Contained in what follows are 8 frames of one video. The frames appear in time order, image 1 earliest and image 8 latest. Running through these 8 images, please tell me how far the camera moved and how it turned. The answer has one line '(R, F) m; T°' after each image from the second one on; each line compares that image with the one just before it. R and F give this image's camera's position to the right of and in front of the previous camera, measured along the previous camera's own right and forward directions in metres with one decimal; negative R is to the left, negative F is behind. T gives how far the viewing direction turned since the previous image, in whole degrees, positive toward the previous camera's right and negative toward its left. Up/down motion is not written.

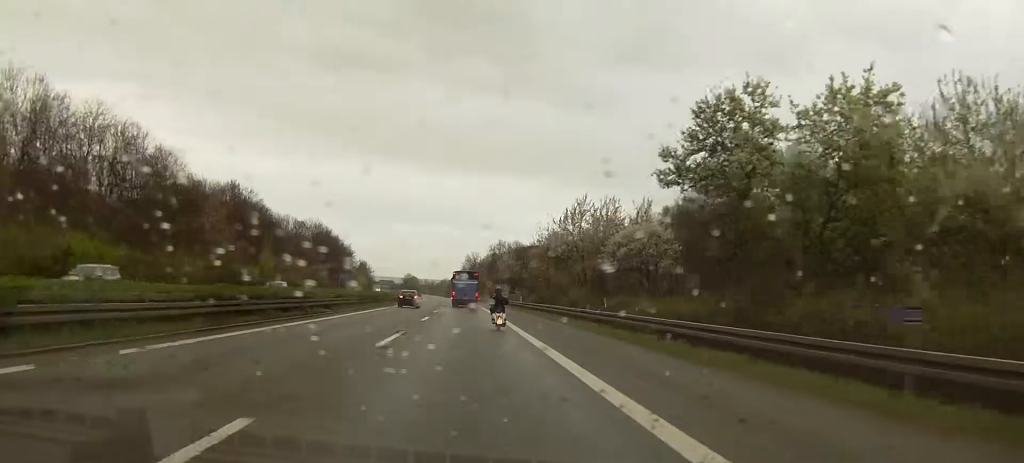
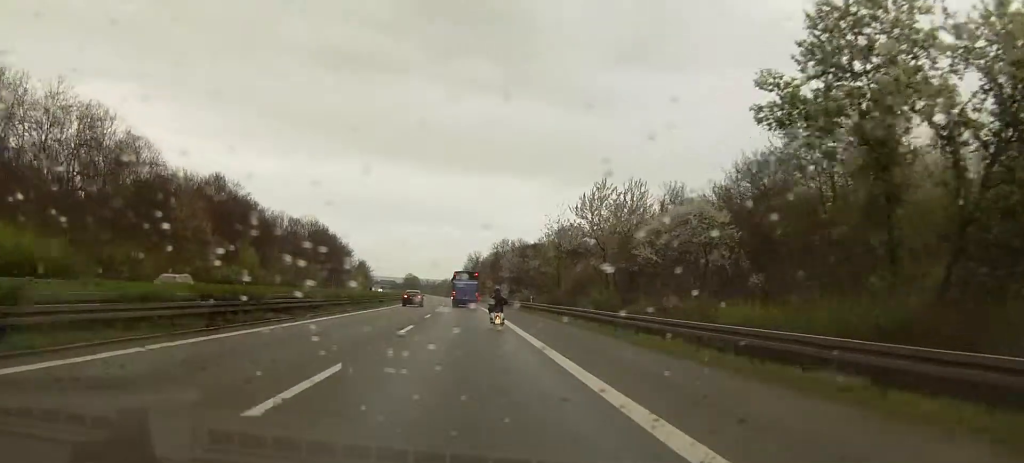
(+0.1, +11.6) m; 0°
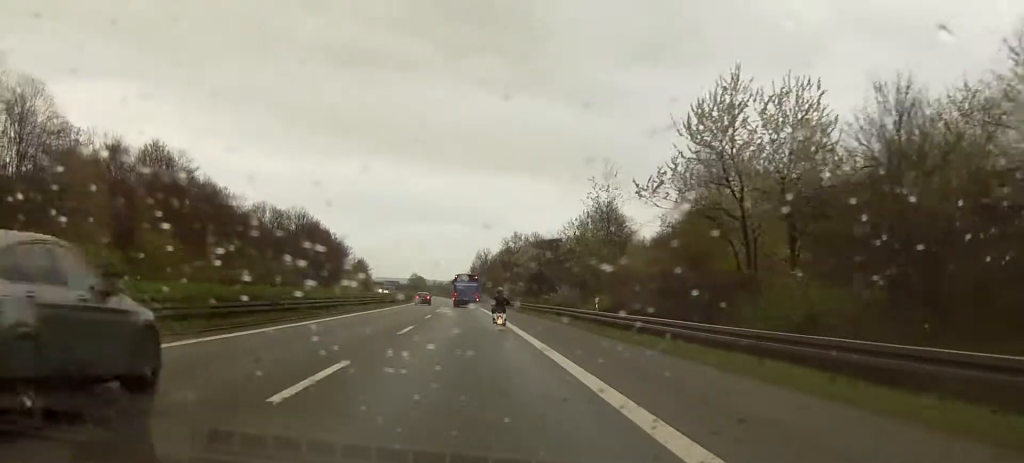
(-0.1, +34.2) m; 0°
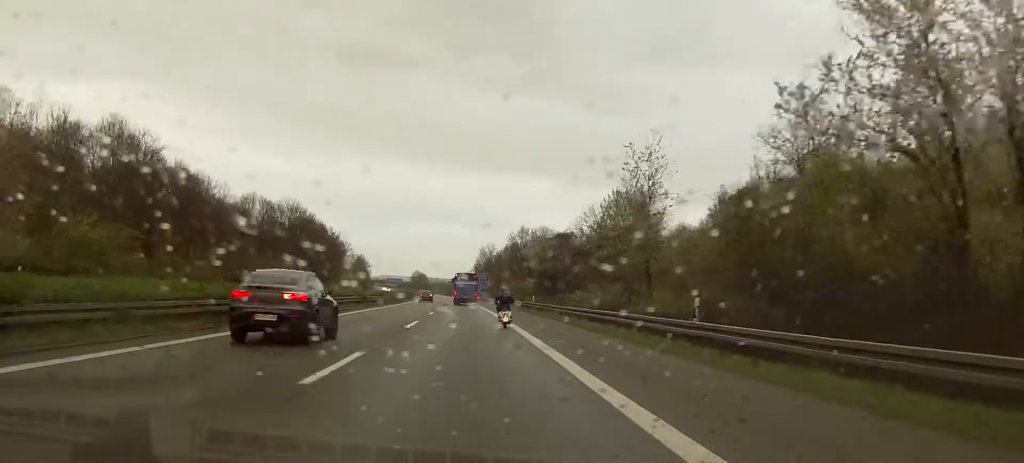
(0.0, +16.4) m; 0°
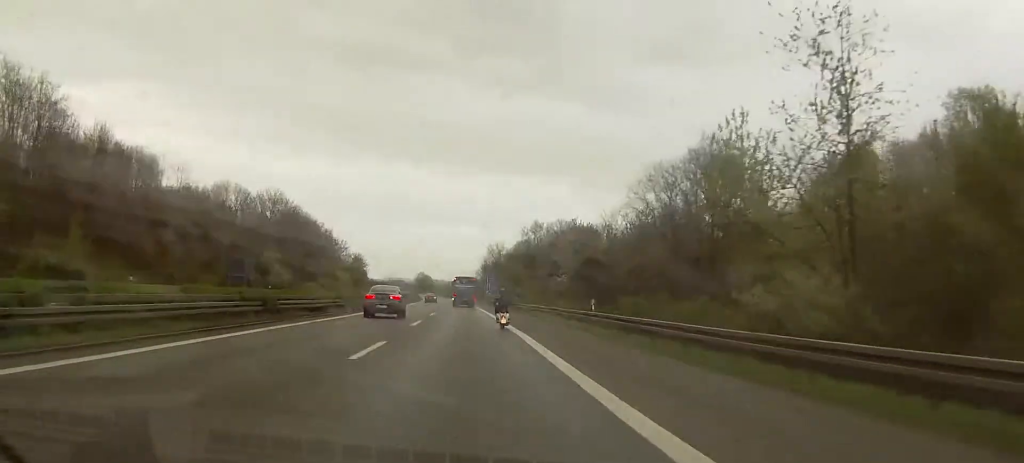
(+0.2, +31.1) m; 0°
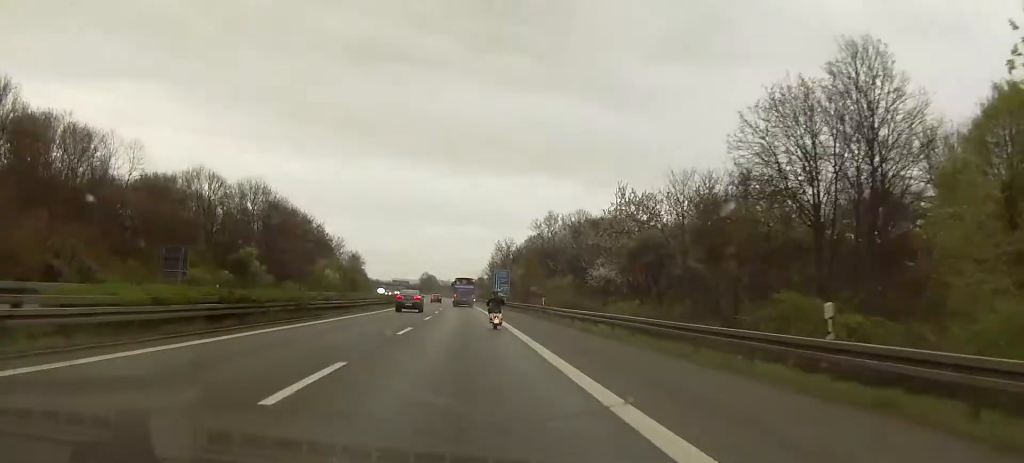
(-0.2, +24.9) m; -1°
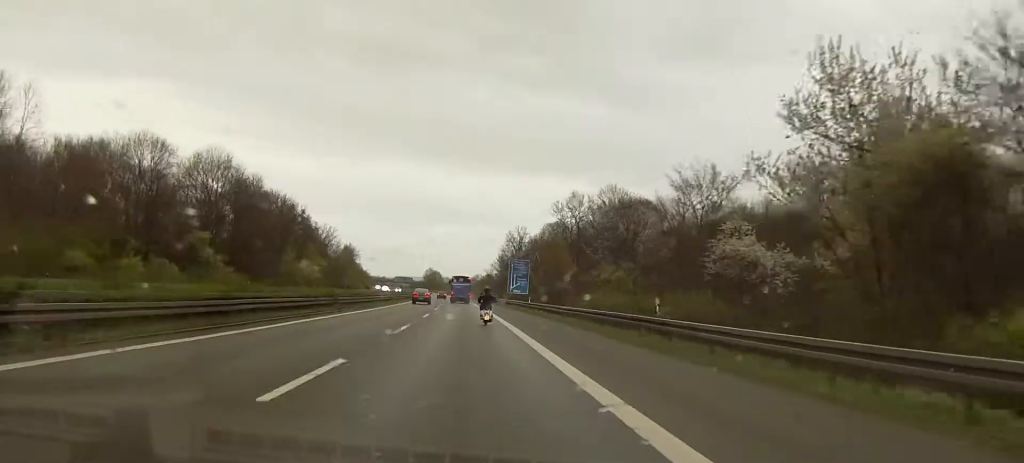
(-0.5, +35.9) m; -1°
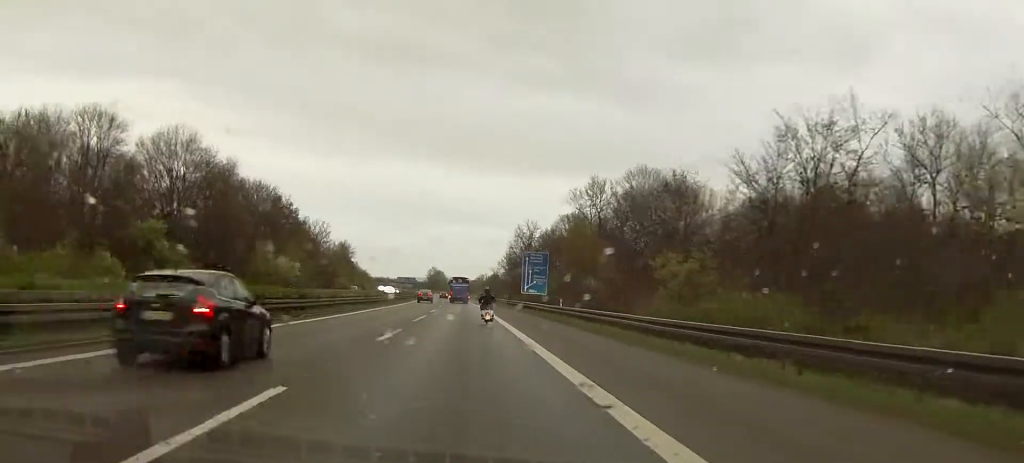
(0.0, +22.7) m; 0°
